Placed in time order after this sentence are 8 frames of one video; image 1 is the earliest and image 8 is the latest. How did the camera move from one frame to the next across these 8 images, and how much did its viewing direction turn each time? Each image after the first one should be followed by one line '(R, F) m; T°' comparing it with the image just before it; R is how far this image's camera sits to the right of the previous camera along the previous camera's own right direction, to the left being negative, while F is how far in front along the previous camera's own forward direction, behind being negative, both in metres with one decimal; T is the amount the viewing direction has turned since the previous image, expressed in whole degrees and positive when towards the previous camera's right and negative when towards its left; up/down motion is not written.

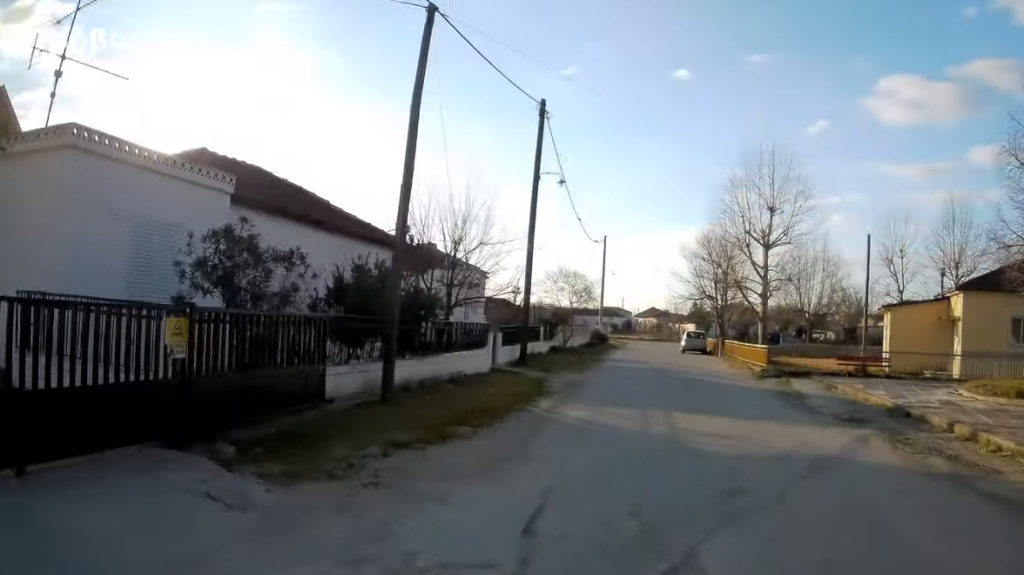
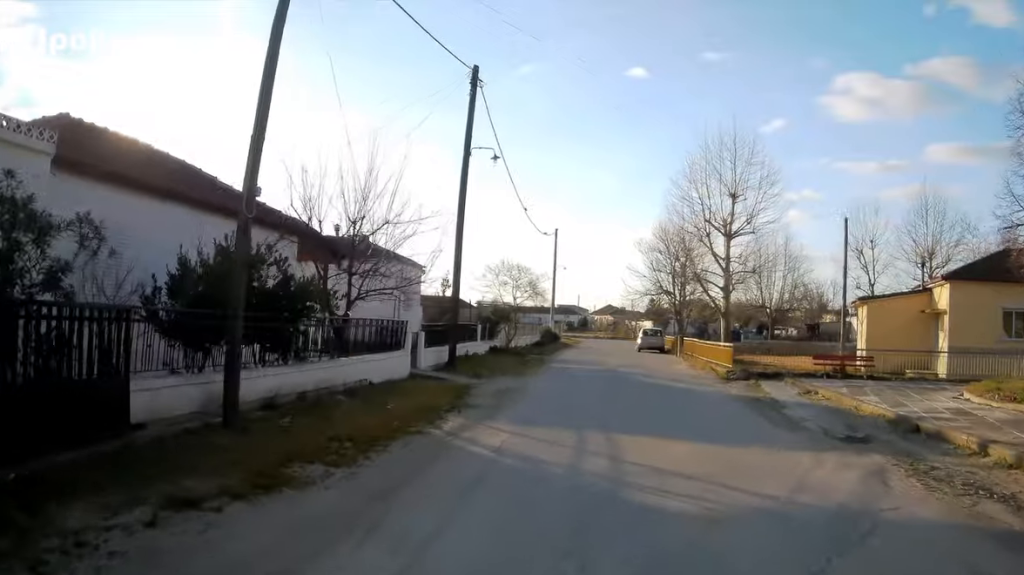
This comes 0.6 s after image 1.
(+0.2, +2.5) m; +4°
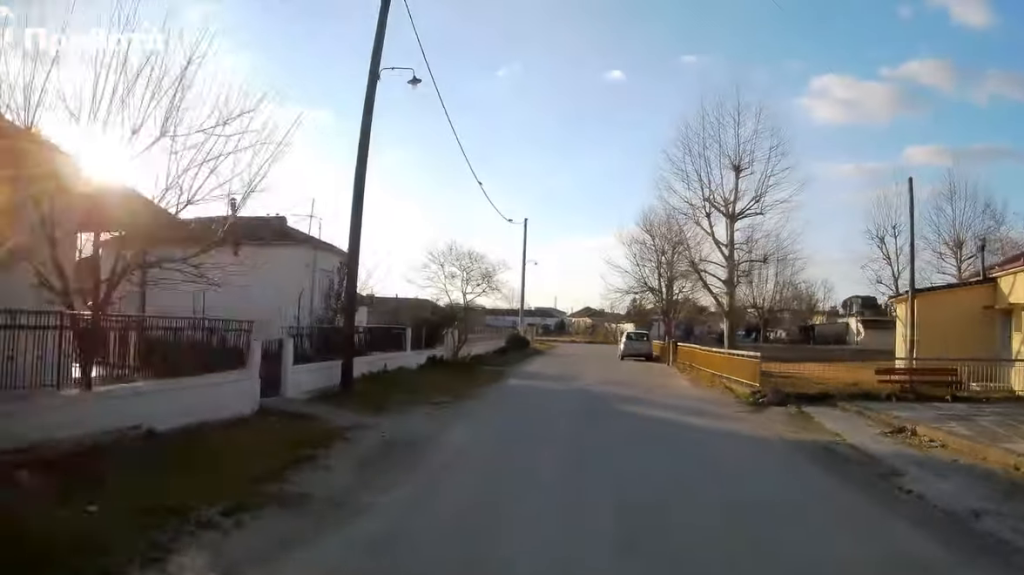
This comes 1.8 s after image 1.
(-0.3, +5.9) m; -5°
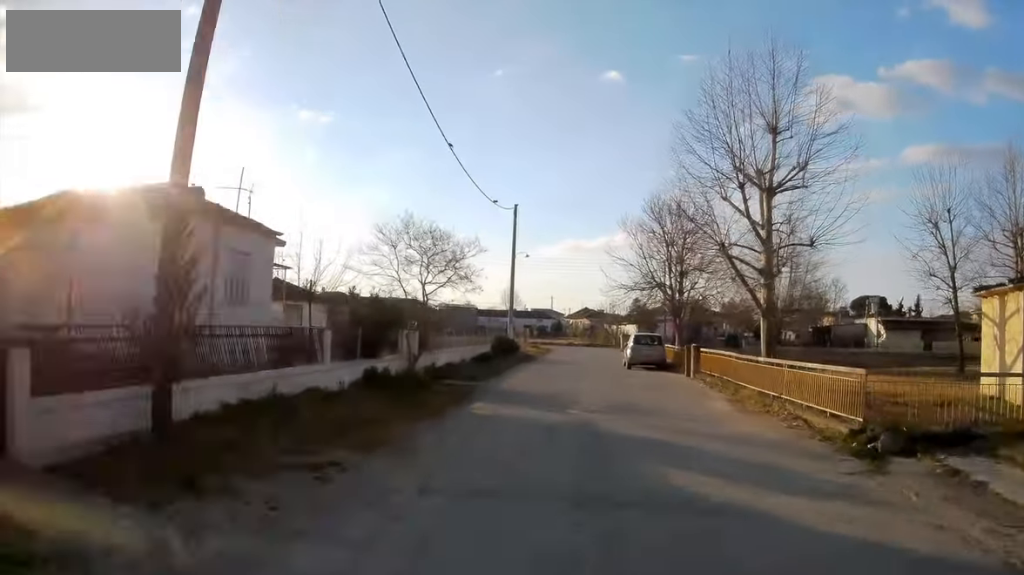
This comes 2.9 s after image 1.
(-0.1, +5.6) m; 0°
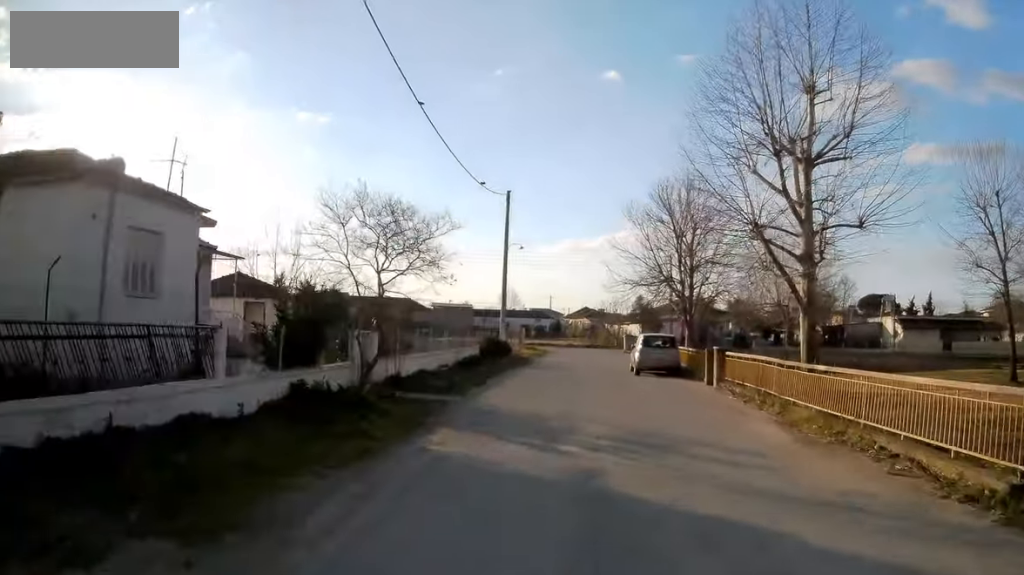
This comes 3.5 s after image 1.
(+0.2, +3.8) m; 0°
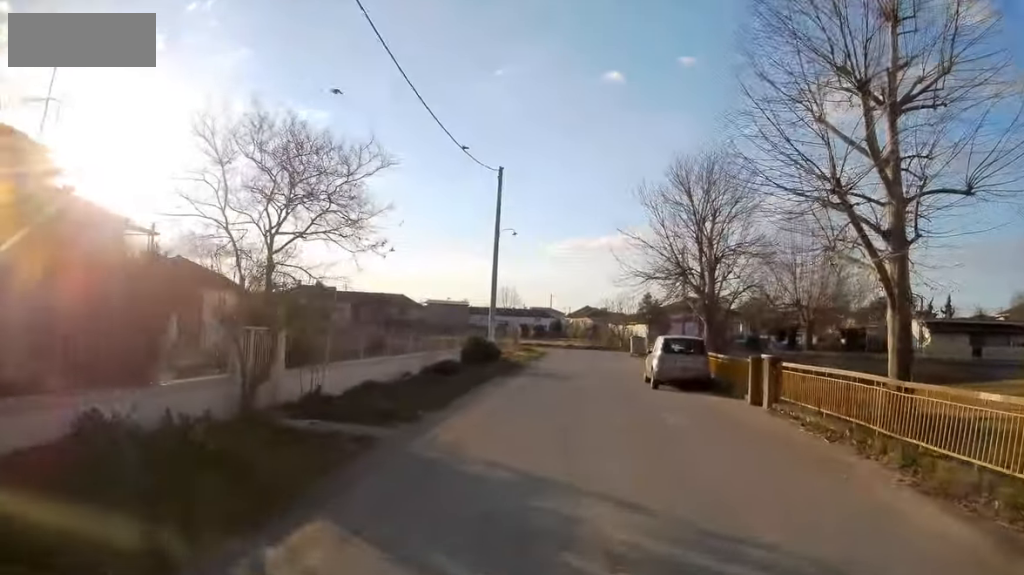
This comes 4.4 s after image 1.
(-0.3, +5.1) m; -2°
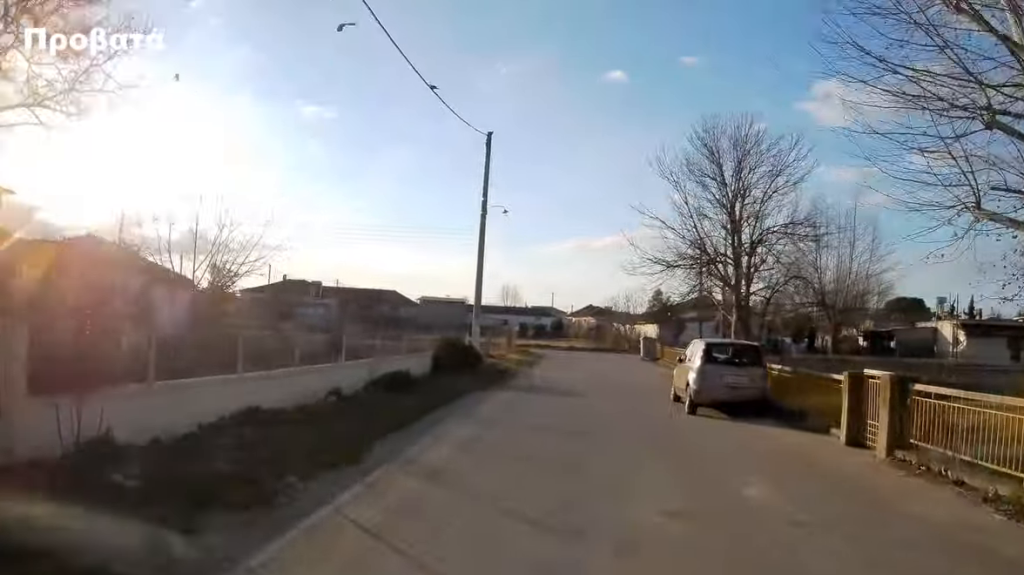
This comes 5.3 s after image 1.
(0.0, +5.7) m; 0°
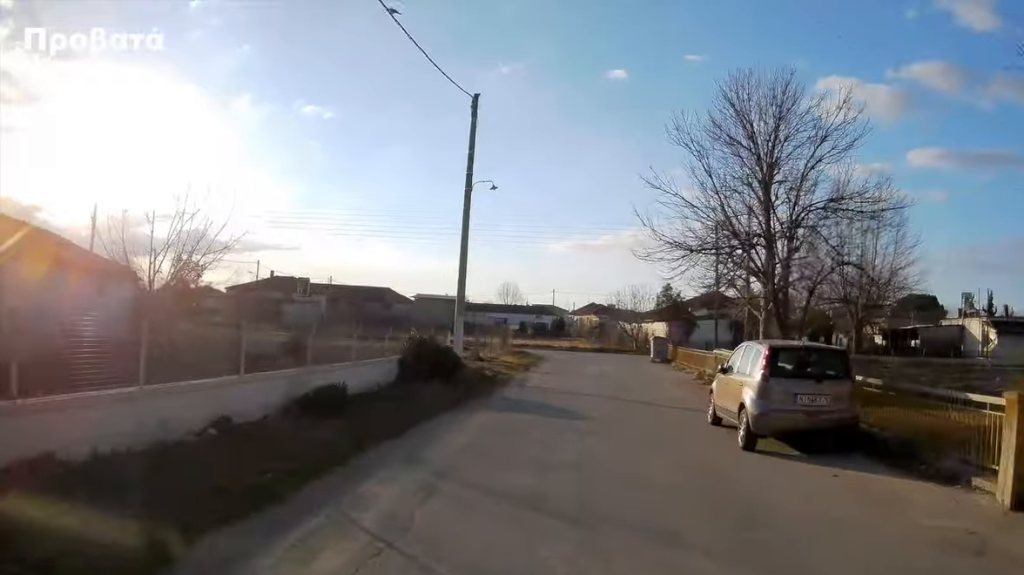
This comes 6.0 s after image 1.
(0.0, +4.4) m; +1°
